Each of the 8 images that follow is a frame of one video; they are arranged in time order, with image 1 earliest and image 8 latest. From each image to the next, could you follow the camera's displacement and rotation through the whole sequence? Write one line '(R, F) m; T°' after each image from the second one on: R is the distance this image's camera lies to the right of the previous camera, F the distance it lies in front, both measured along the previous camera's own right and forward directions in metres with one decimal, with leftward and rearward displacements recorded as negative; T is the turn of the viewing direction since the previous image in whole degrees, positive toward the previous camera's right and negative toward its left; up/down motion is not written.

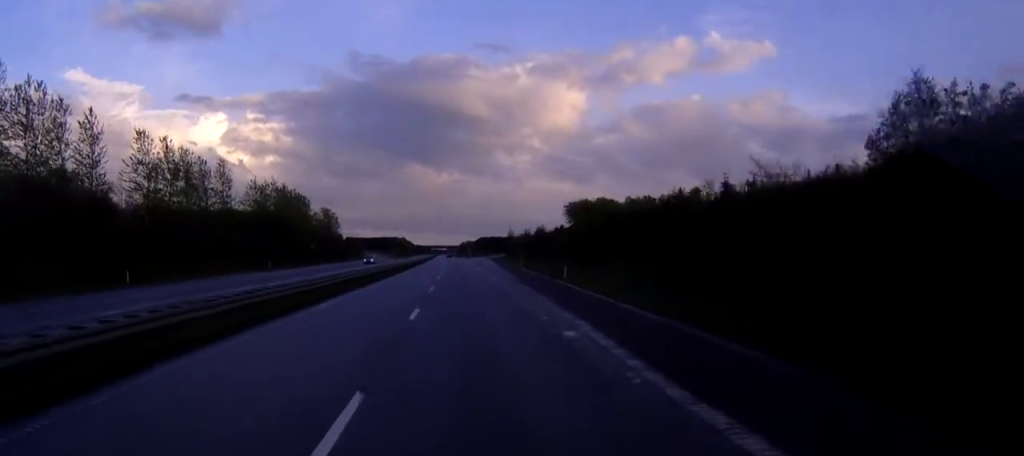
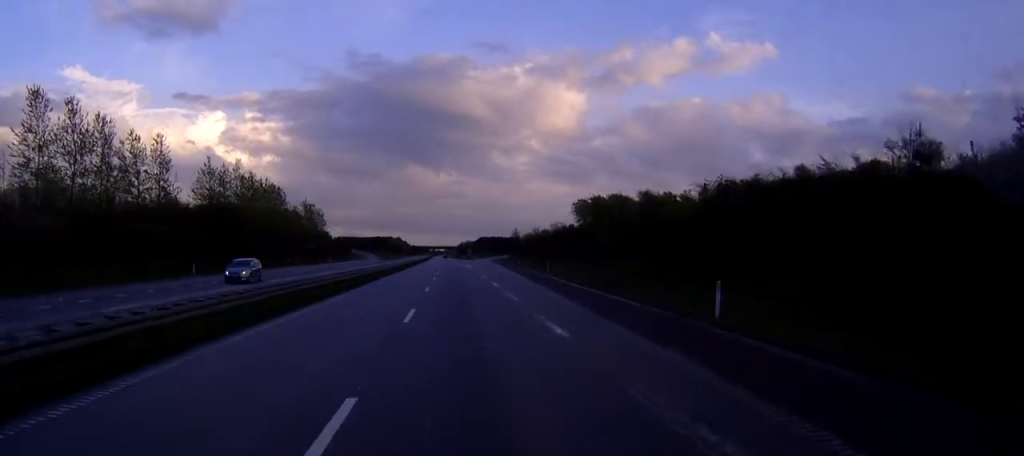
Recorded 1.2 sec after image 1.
(0.0, +30.2) m; 0°
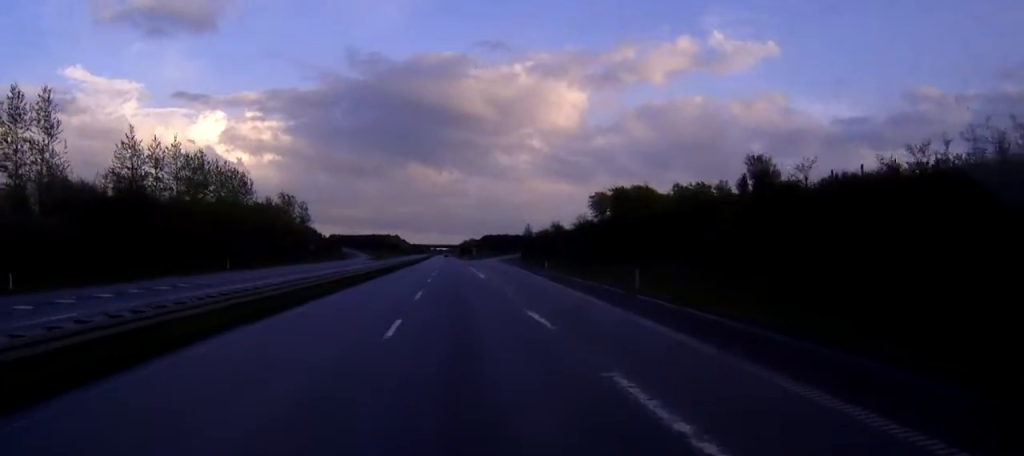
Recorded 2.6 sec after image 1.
(-0.1, +34.5) m; 0°
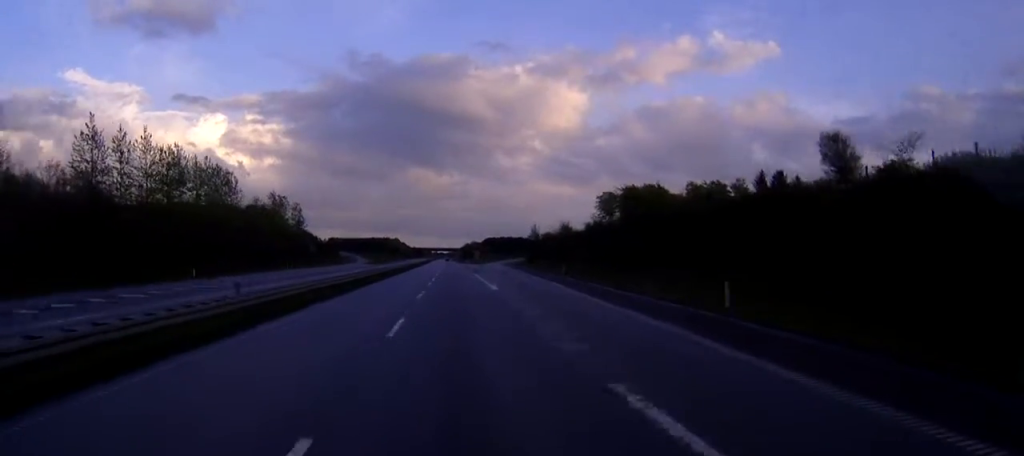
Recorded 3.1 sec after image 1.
(0.0, +12.7) m; 0°
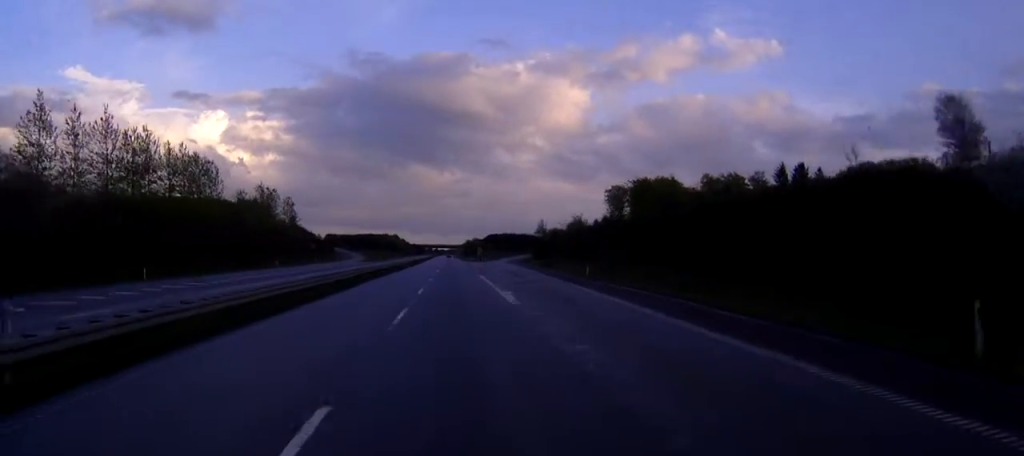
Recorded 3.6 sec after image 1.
(0.0, +13.5) m; 0°
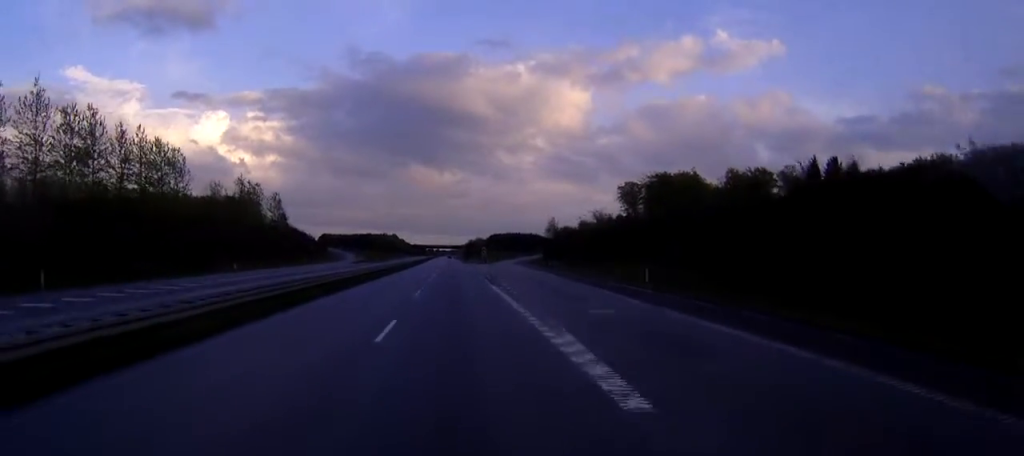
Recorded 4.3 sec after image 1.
(-0.1, +18.6) m; 0°
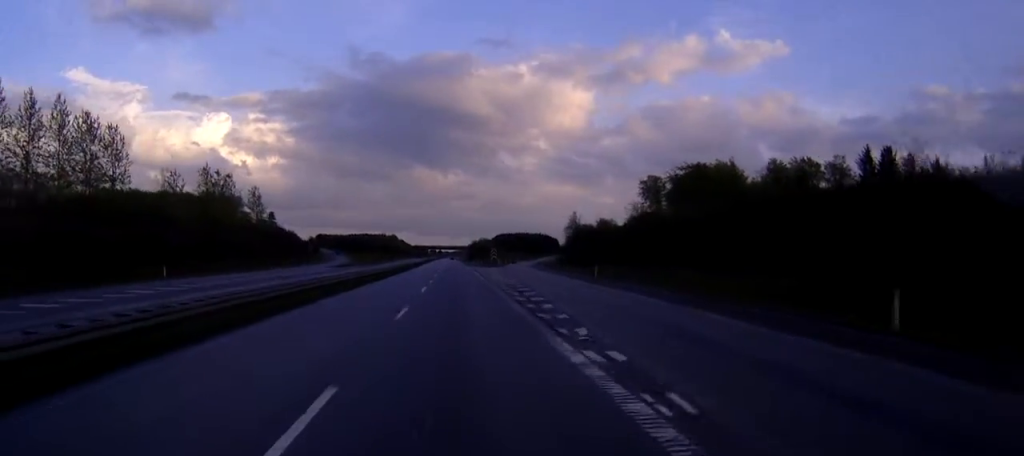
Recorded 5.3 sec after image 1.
(0.0, +25.4) m; 0°
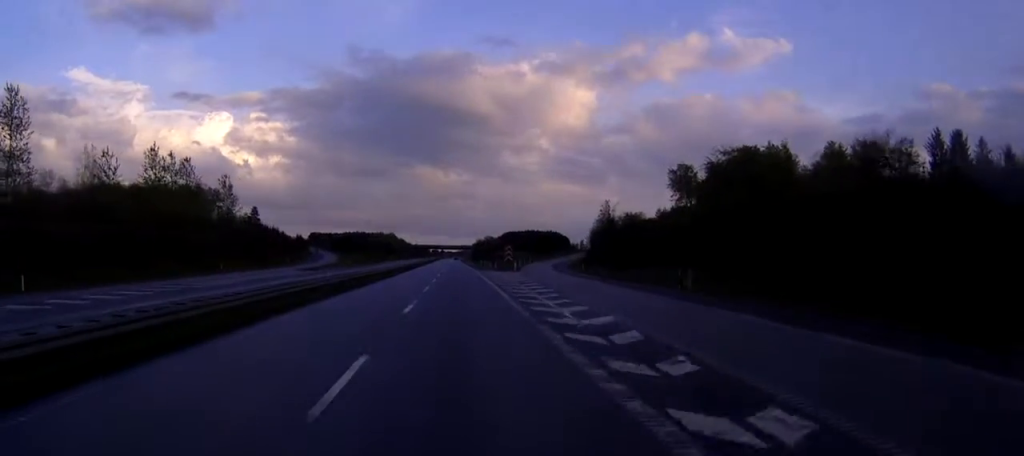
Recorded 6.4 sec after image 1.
(0.0, +26.9) m; 0°
